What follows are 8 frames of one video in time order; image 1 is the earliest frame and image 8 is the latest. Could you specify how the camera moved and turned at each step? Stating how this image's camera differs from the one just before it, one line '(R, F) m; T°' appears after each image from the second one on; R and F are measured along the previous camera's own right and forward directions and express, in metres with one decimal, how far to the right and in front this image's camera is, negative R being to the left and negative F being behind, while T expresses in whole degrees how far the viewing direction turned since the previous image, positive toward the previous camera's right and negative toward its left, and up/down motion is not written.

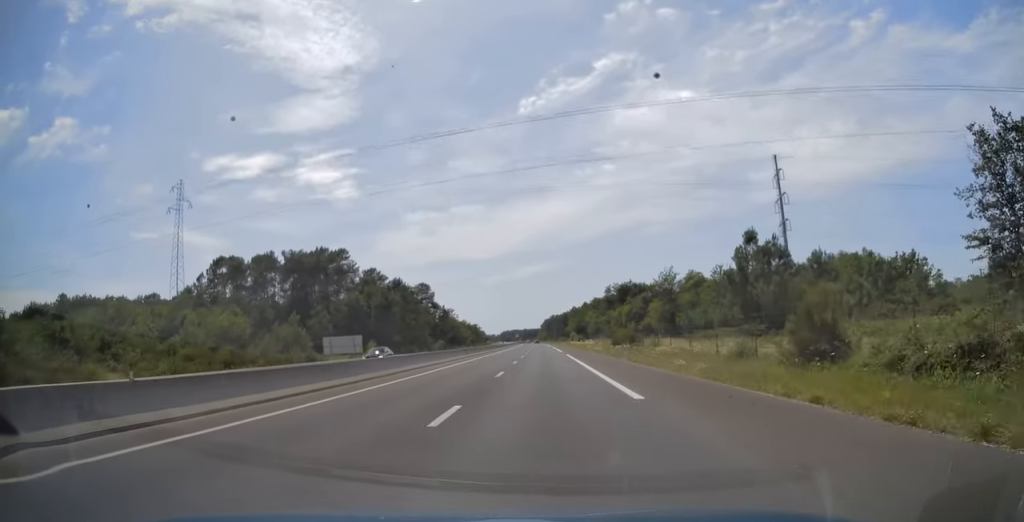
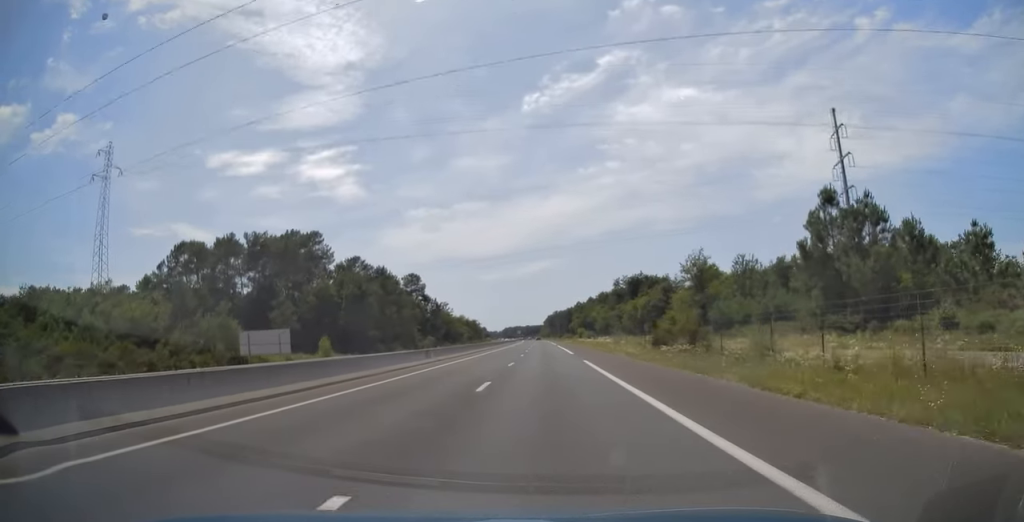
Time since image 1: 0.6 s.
(0.0, +20.4) m; 0°
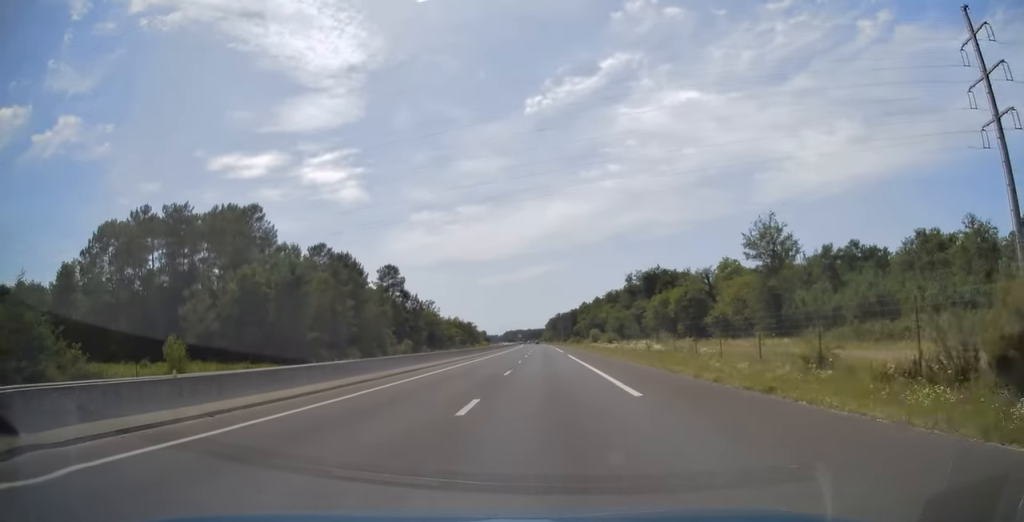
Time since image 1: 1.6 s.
(-0.3, +30.0) m; -1°
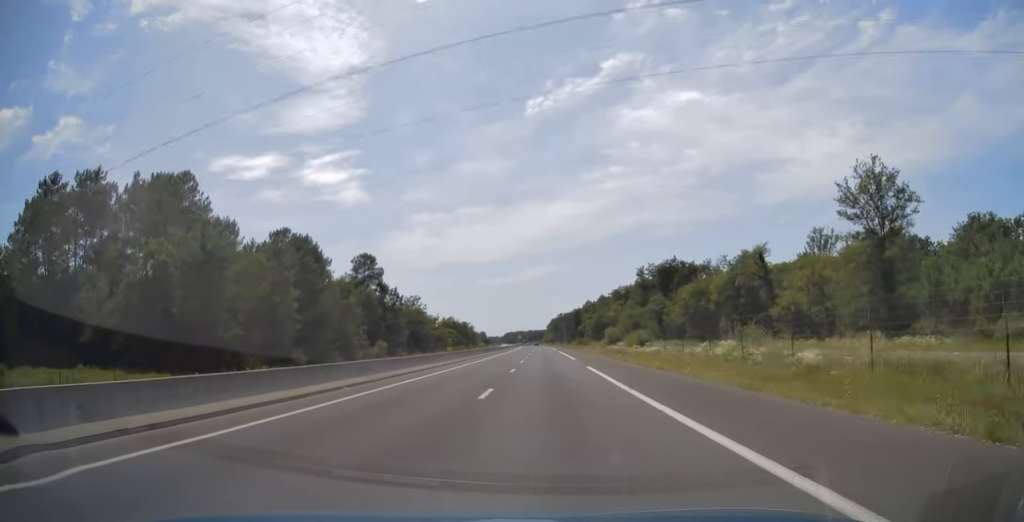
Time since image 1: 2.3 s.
(0.0, +22.5) m; 0°
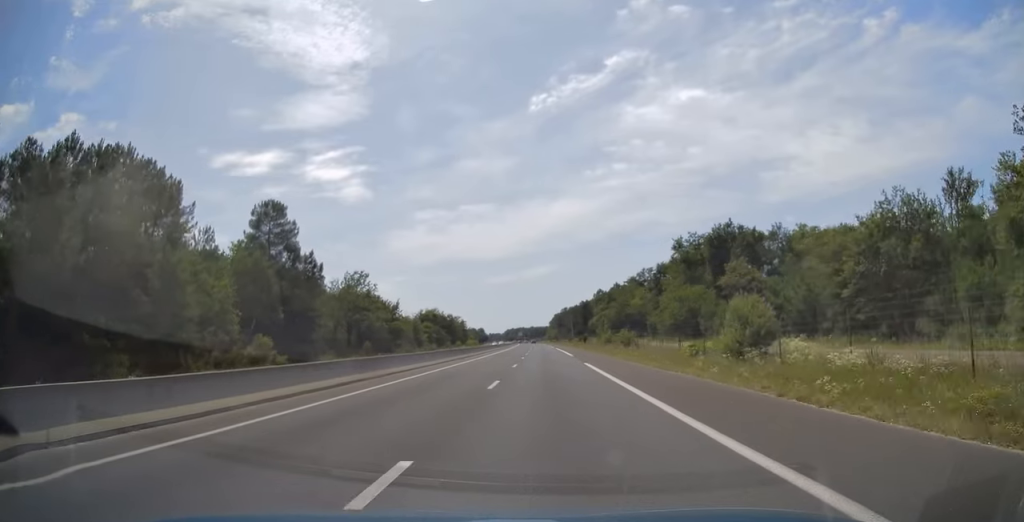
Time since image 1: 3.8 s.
(-0.4, +49.9) m; -1°
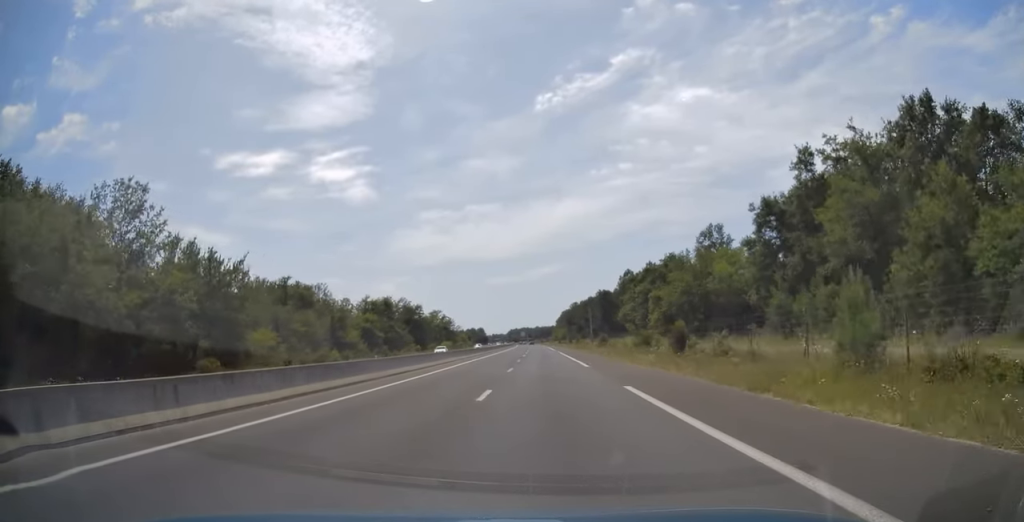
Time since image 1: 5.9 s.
(-0.1, +68.2) m; -1°
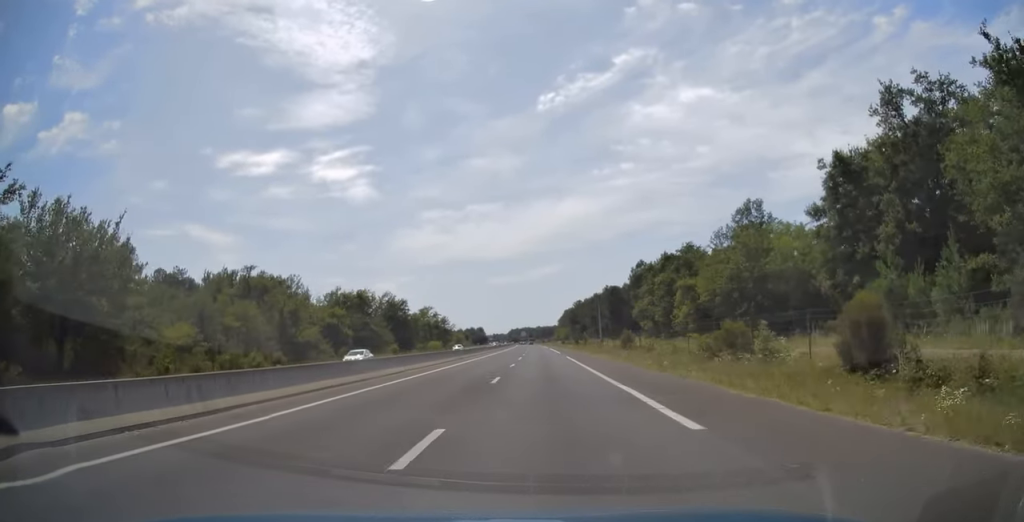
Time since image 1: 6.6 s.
(-0.1, +20.4) m; 0°
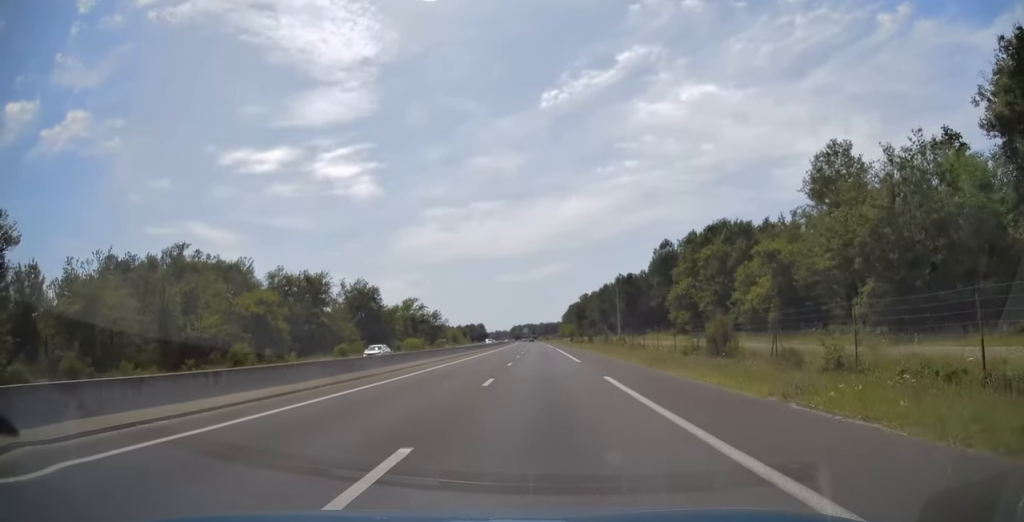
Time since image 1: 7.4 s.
(0.0, +27.9) m; 0°
